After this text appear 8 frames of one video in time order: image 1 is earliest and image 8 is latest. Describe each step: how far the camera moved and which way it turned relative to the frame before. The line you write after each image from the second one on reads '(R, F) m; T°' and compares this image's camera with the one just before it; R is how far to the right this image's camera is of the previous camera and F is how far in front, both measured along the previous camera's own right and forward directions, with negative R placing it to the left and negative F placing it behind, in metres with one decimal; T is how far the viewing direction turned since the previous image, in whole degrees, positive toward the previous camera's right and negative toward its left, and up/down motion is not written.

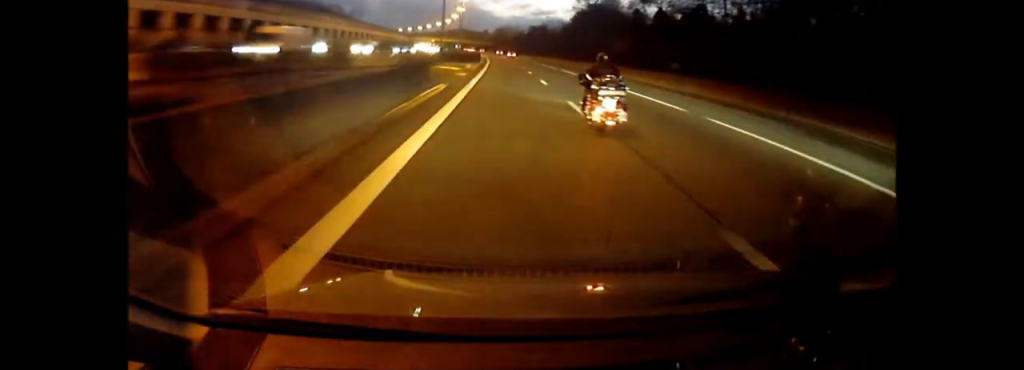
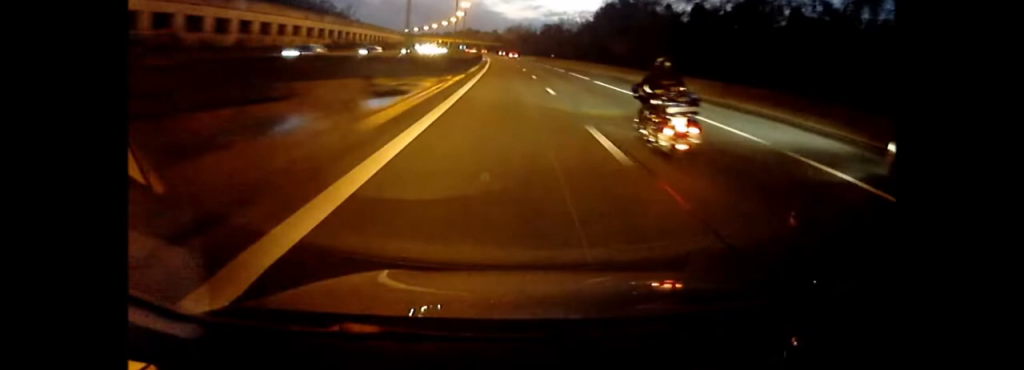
(-0.4, +27.4) m; -1°
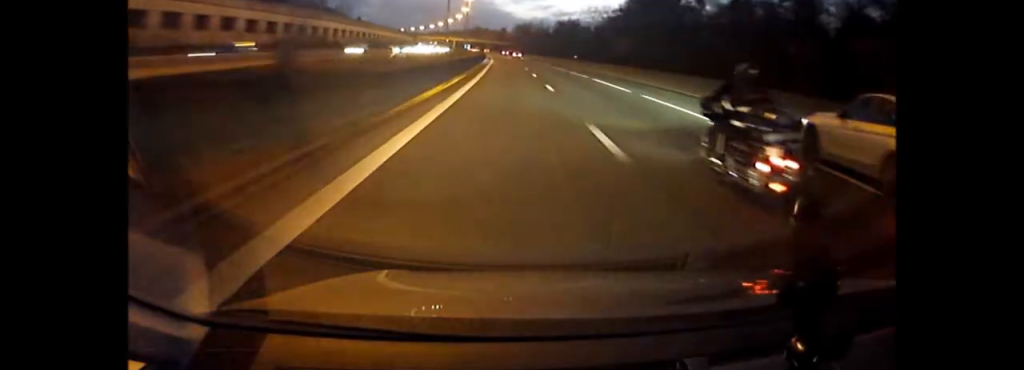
(-0.3, +24.9) m; -1°
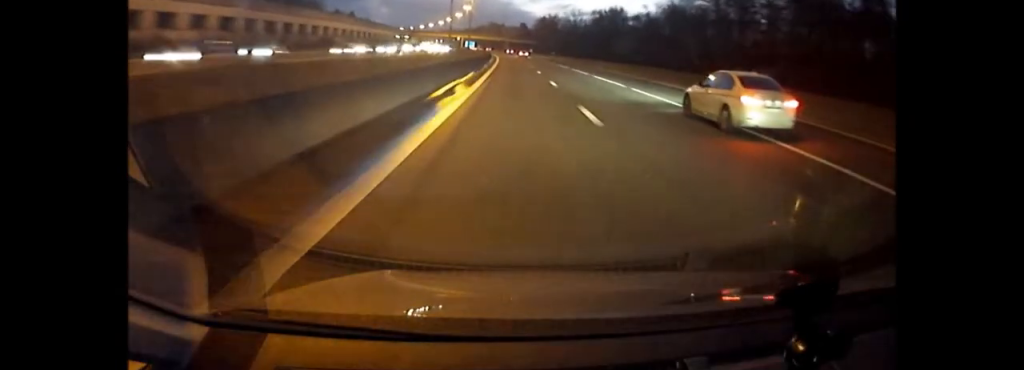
(-0.5, +60.6) m; 0°
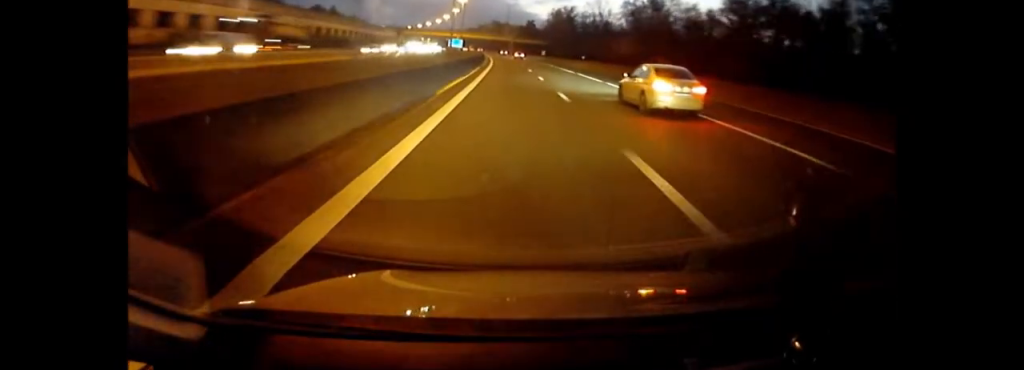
(+0.2, +46.8) m; 0°
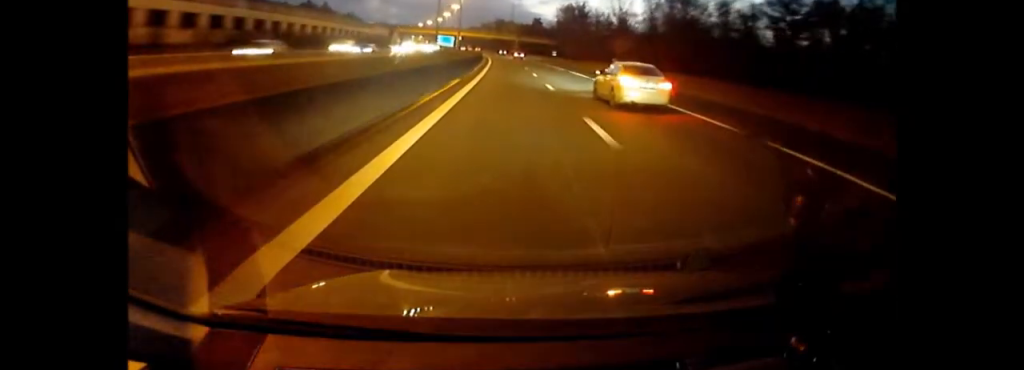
(0.0, +19.1) m; -1°
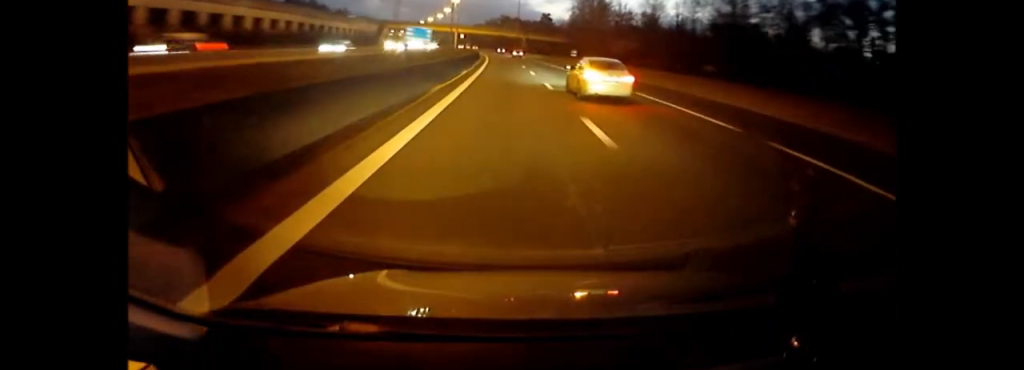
(-0.3, +21.3) m; 0°
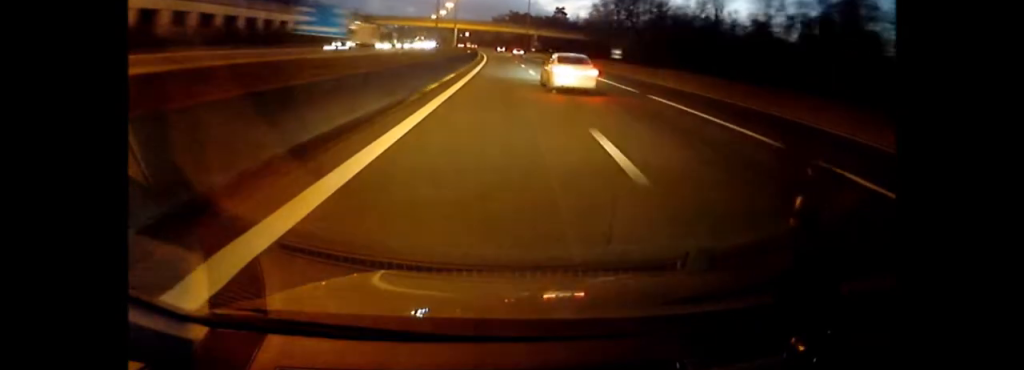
(+0.1, +26.3) m; -2°
